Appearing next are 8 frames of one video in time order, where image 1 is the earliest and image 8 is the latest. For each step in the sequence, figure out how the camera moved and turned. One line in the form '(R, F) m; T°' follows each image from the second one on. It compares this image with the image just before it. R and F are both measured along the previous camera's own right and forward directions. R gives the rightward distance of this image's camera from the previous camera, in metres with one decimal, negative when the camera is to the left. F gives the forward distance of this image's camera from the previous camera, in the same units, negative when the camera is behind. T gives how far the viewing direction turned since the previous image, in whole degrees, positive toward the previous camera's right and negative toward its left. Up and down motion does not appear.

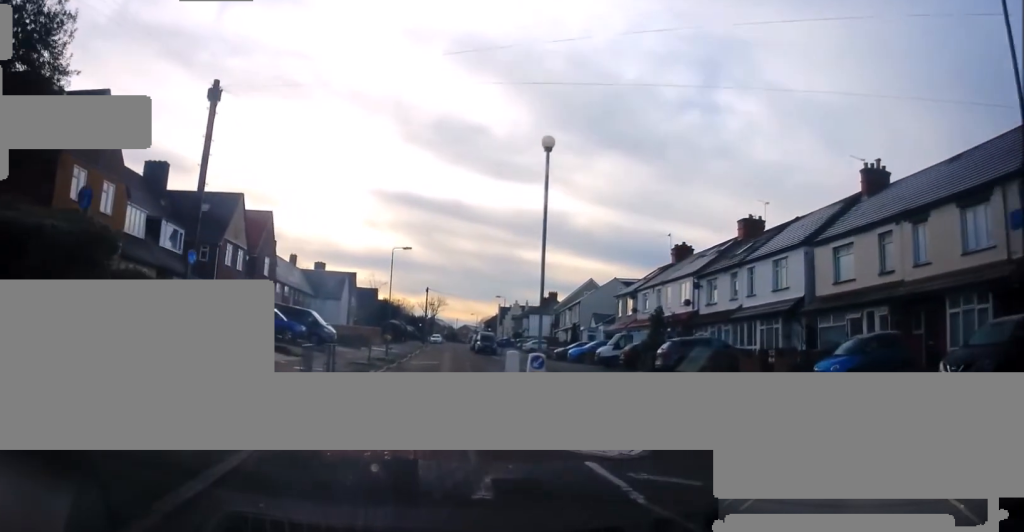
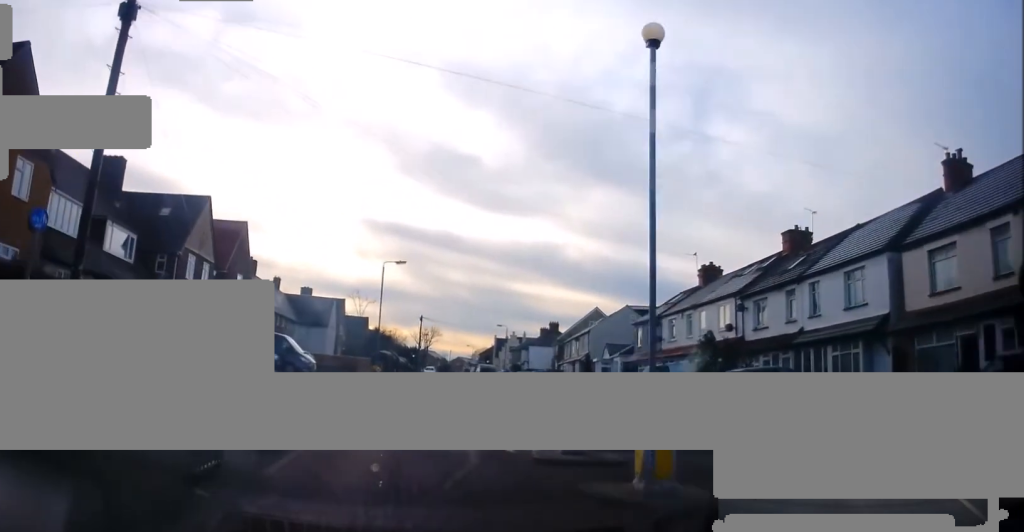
(+0.1, +6.3) m; +1°
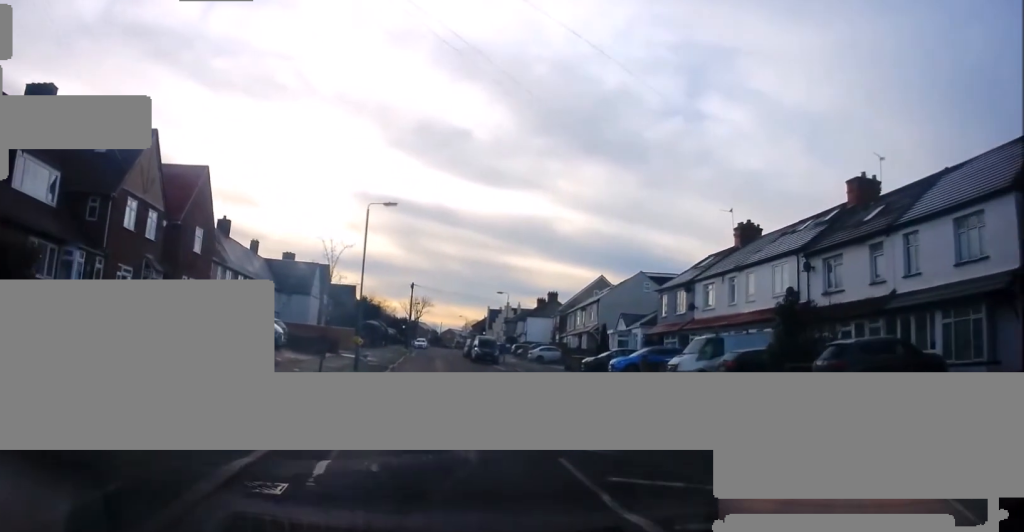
(0.0, +7.3) m; +1°
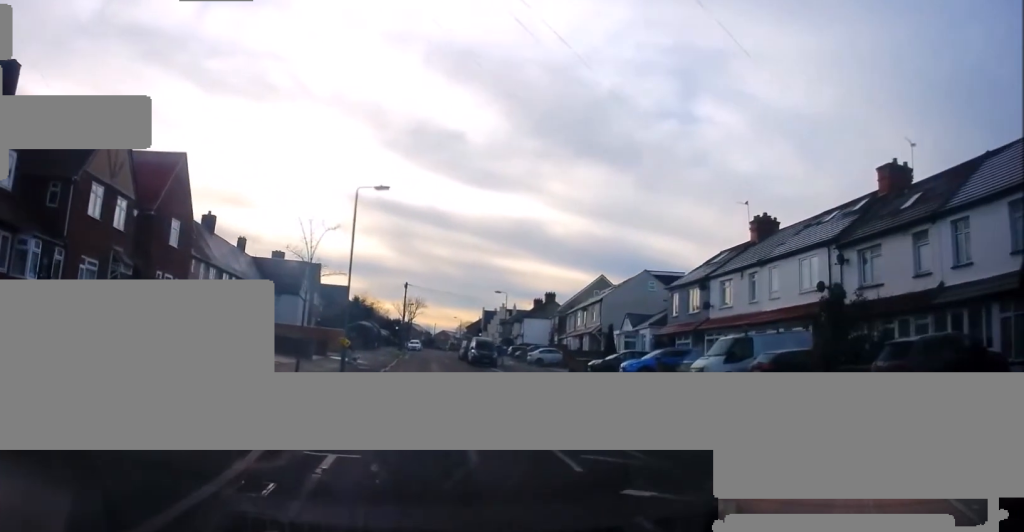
(0.0, +3.1) m; 0°
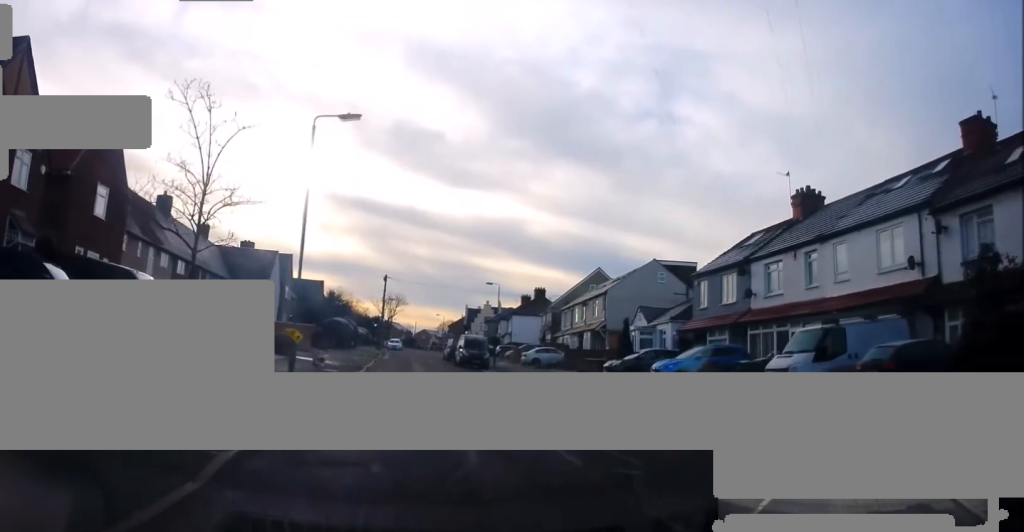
(+0.1, +7.0) m; 0°
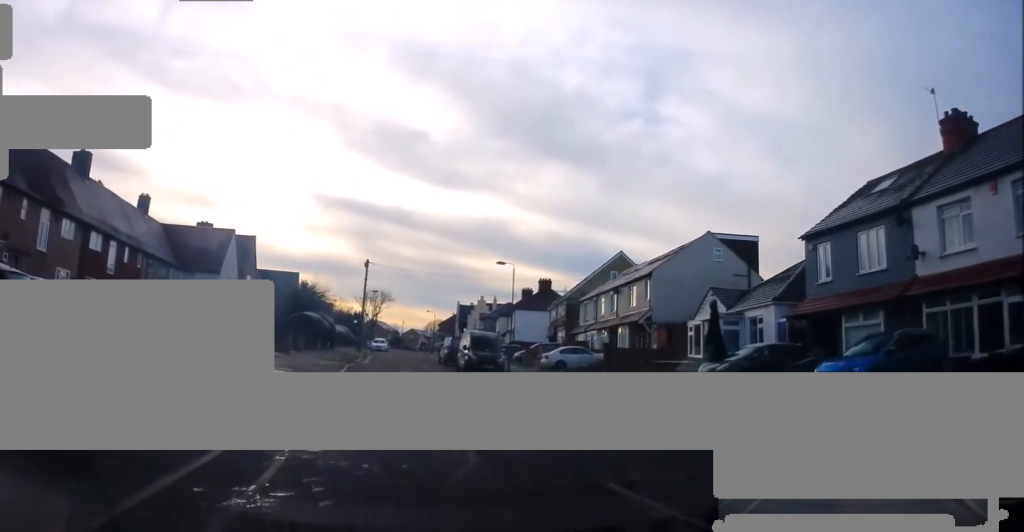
(+0.1, +12.5) m; +1°
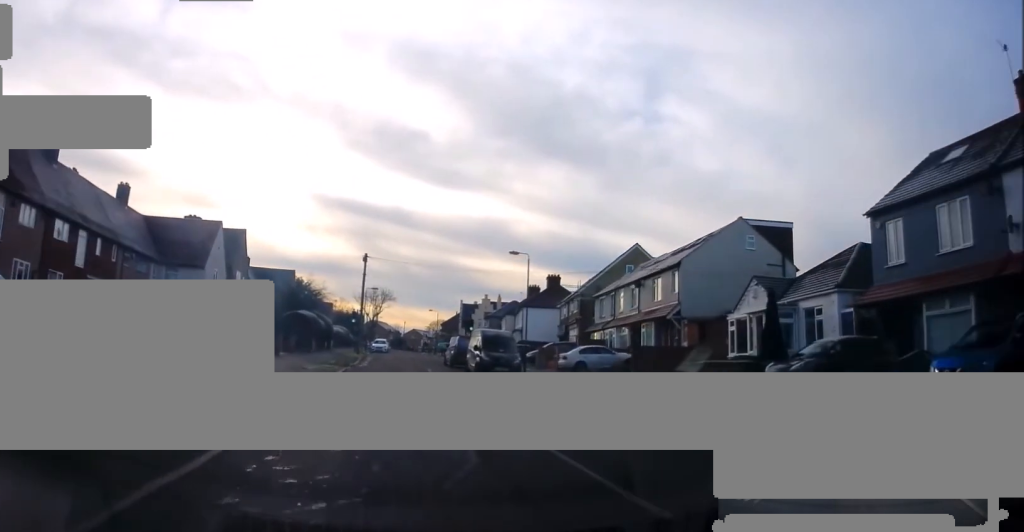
(+0.1, +4.2) m; 0°
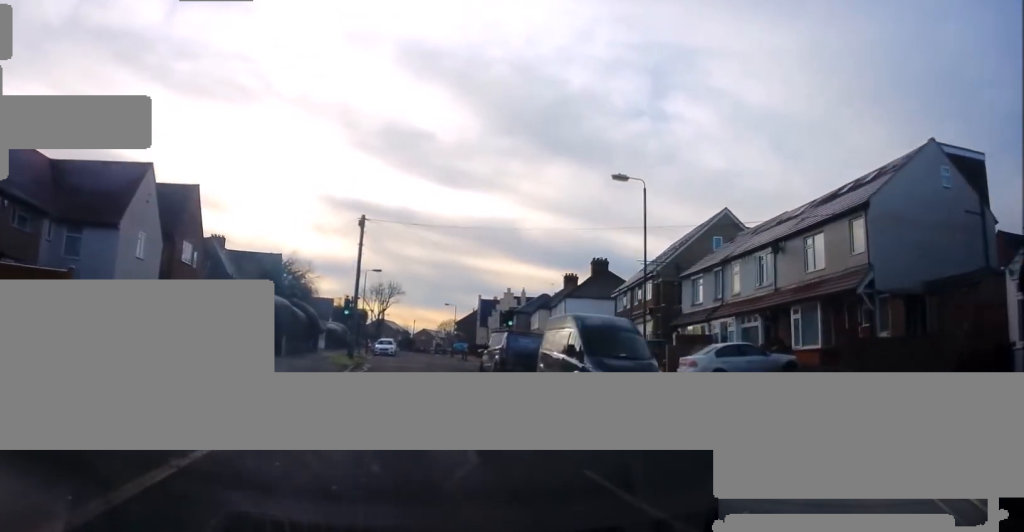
(+0.1, +16.2) m; 0°
